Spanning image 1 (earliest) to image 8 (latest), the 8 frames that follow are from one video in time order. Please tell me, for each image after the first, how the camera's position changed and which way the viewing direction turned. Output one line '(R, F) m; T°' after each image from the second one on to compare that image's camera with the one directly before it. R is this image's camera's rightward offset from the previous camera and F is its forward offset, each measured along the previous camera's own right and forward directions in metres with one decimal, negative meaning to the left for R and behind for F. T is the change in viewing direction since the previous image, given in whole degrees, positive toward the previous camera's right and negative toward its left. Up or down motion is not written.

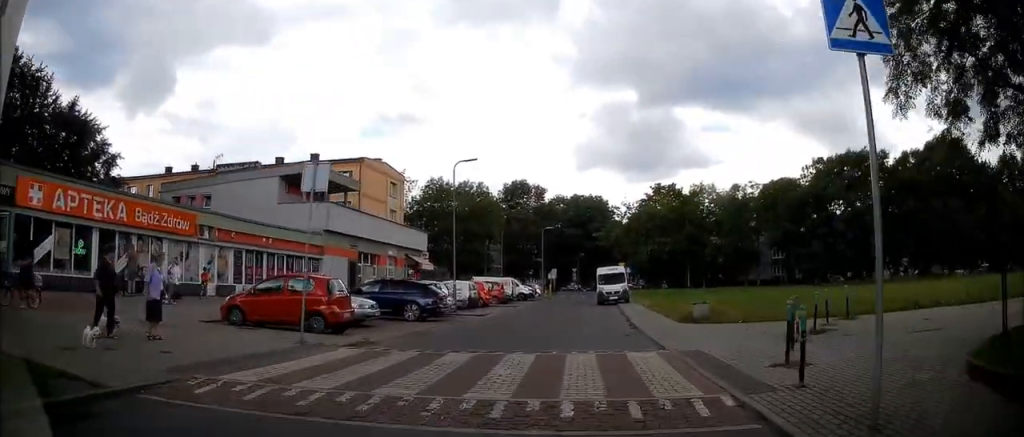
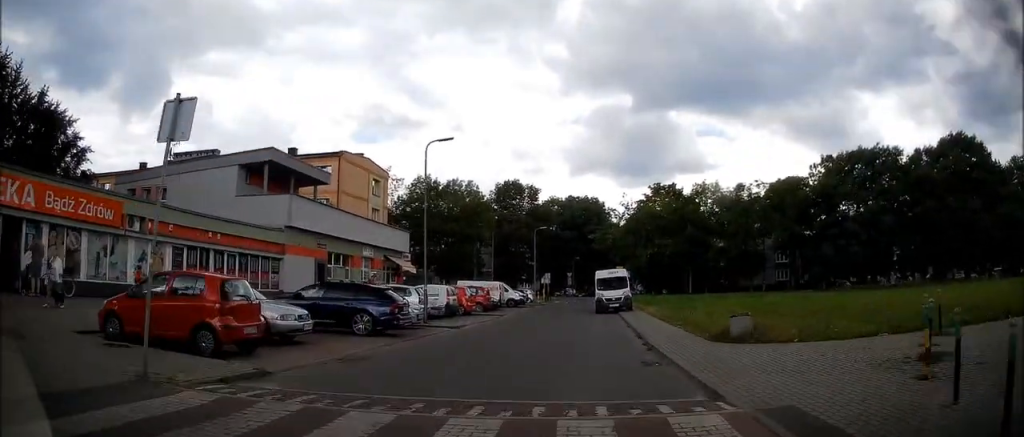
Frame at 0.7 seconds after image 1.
(+0.3, +5.0) m; +2°
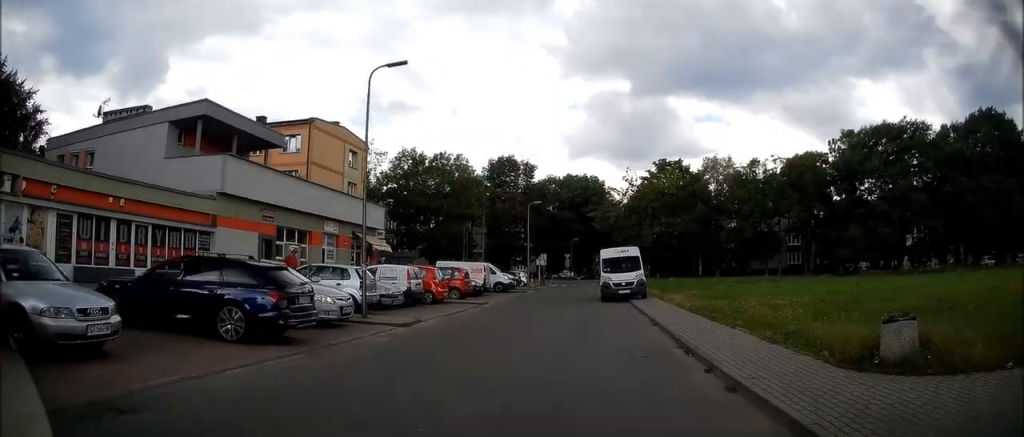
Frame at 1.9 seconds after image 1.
(-0.1, +7.5) m; 0°
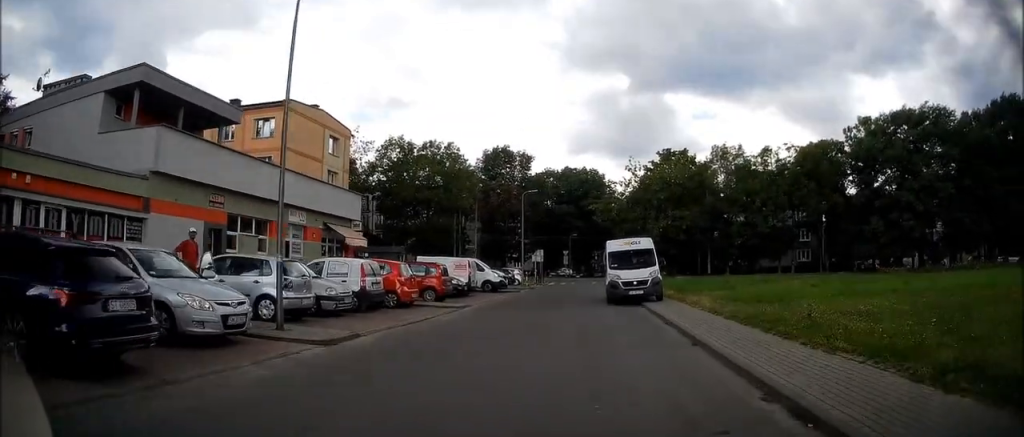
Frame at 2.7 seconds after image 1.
(+0.1, +5.2) m; +1°
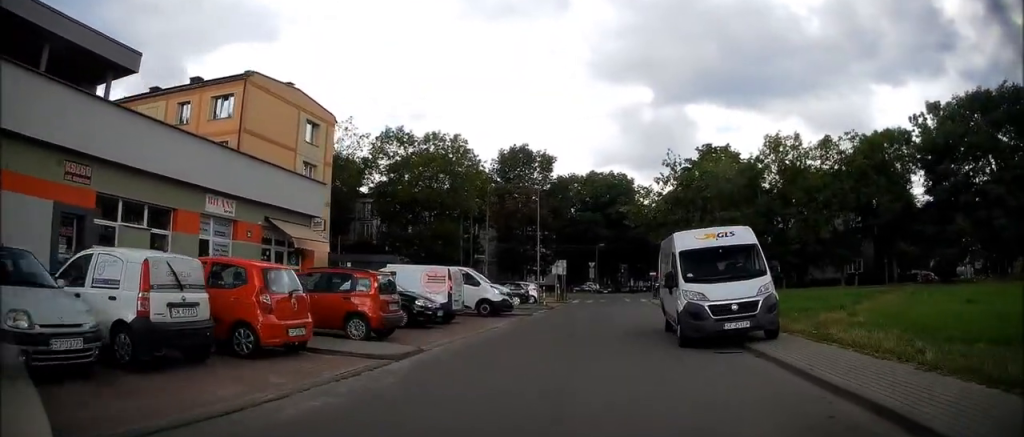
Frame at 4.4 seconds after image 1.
(0.0, +10.4) m; -2°
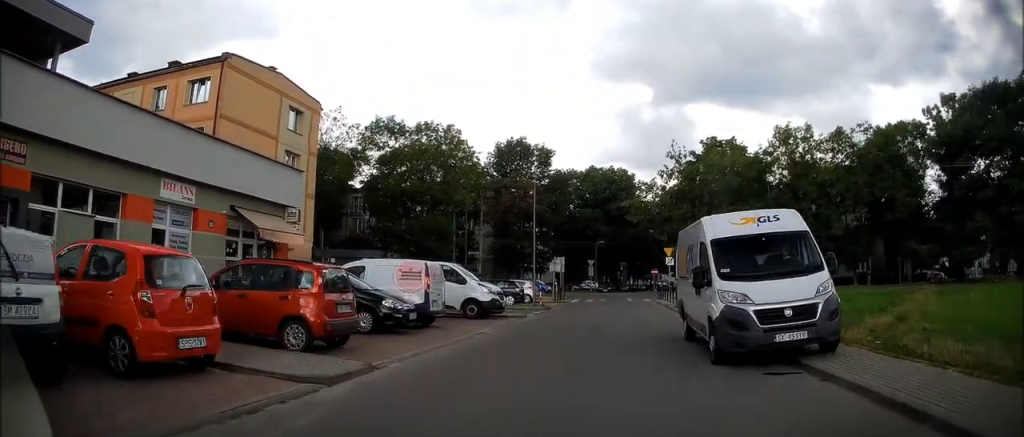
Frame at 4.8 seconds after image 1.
(0.0, +2.7) m; -1°
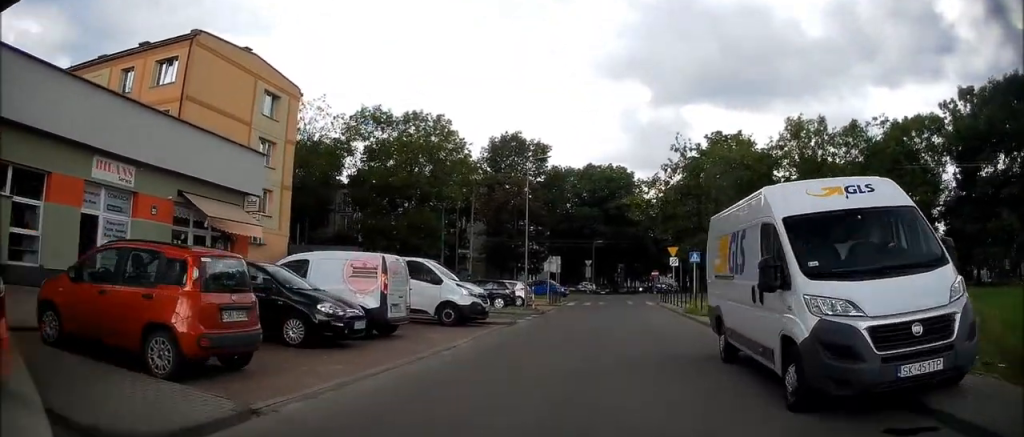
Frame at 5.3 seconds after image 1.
(0.0, +3.3) m; +1°
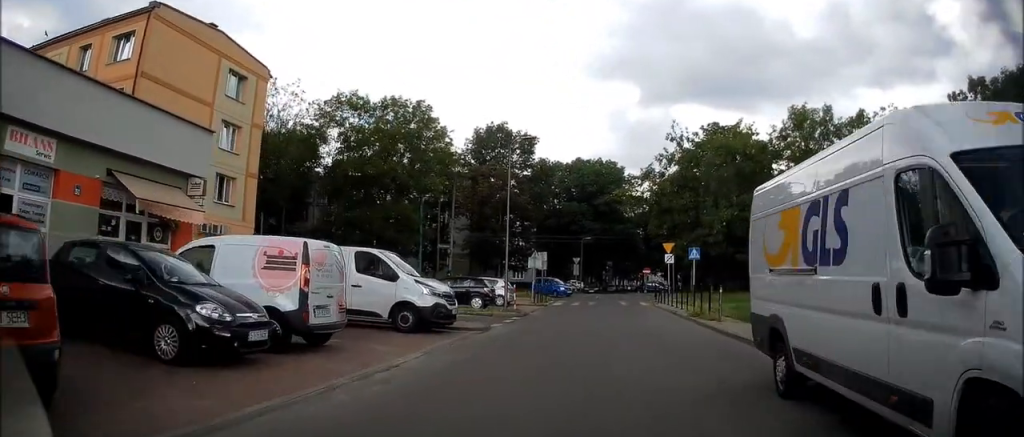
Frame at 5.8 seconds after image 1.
(0.0, +3.1) m; +1°
